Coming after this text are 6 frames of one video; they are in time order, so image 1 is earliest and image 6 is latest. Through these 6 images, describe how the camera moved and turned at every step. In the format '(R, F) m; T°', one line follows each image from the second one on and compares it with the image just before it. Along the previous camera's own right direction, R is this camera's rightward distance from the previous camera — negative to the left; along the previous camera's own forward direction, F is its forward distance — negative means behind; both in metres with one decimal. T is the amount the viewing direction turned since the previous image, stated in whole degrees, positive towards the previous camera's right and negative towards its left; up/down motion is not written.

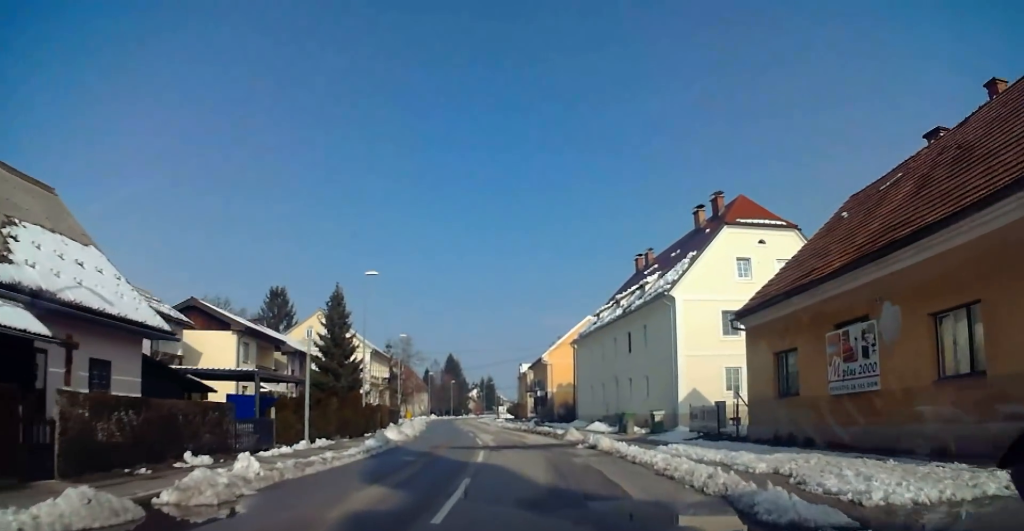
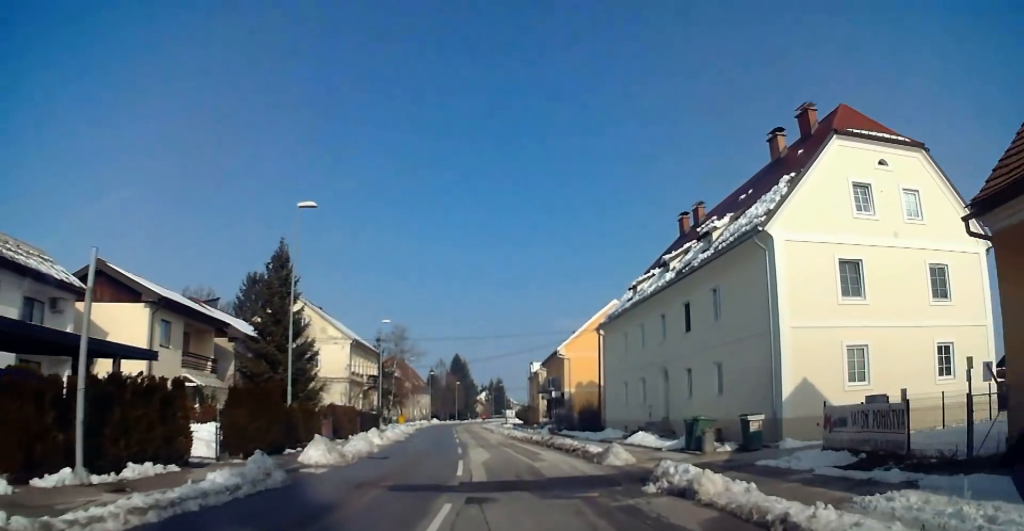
(-0.8, +12.8) m; -3°
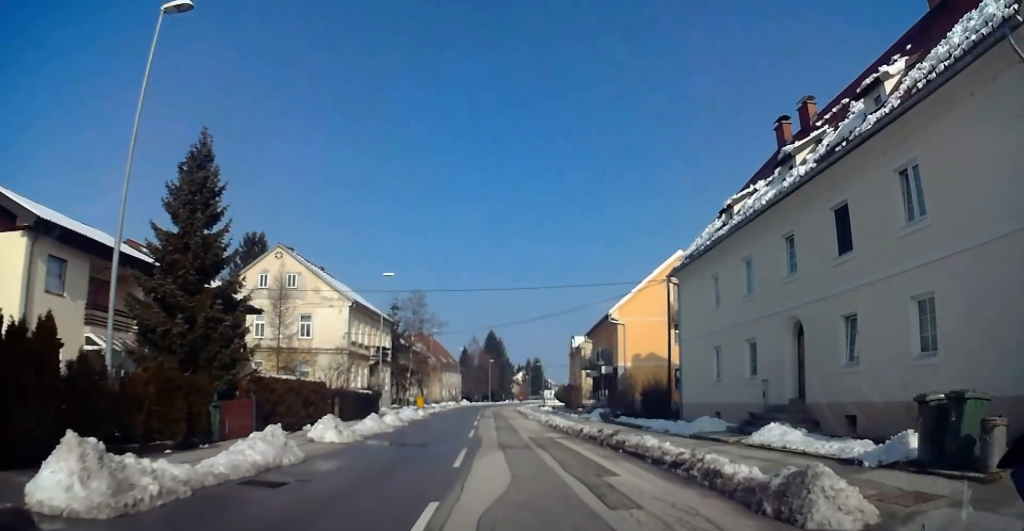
(+0.4, +12.4) m; +2°
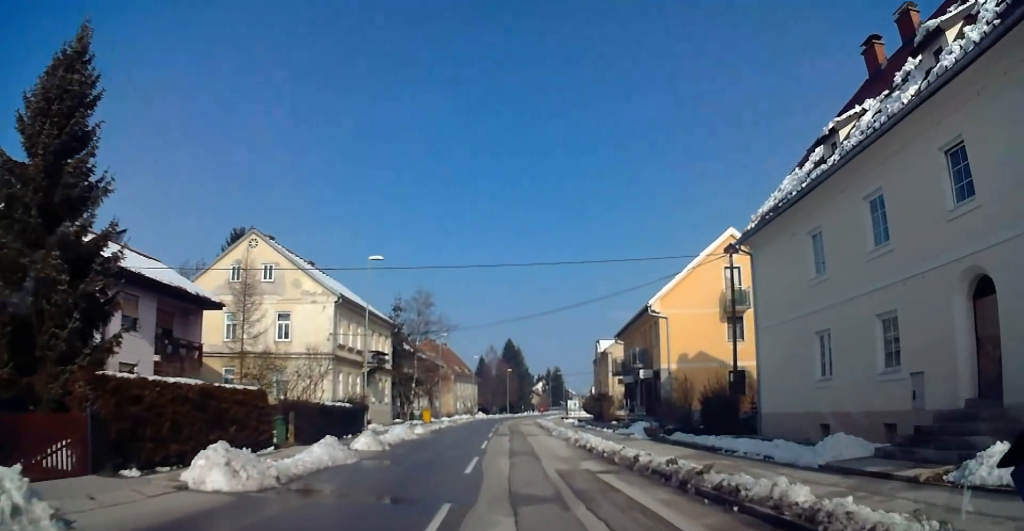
(-0.2, +8.6) m; -2°
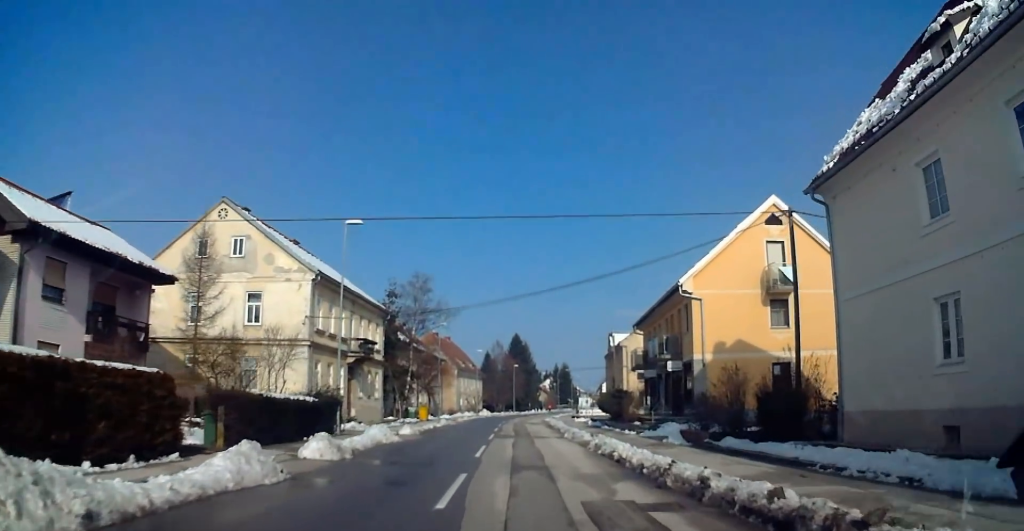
(-0.1, +6.1) m; 0°
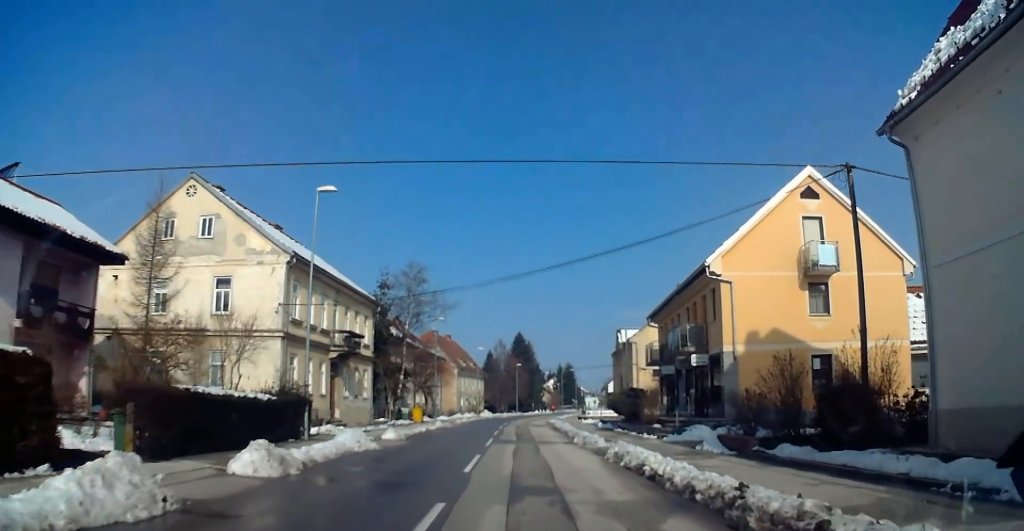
(+0.2, +4.5) m; 0°
